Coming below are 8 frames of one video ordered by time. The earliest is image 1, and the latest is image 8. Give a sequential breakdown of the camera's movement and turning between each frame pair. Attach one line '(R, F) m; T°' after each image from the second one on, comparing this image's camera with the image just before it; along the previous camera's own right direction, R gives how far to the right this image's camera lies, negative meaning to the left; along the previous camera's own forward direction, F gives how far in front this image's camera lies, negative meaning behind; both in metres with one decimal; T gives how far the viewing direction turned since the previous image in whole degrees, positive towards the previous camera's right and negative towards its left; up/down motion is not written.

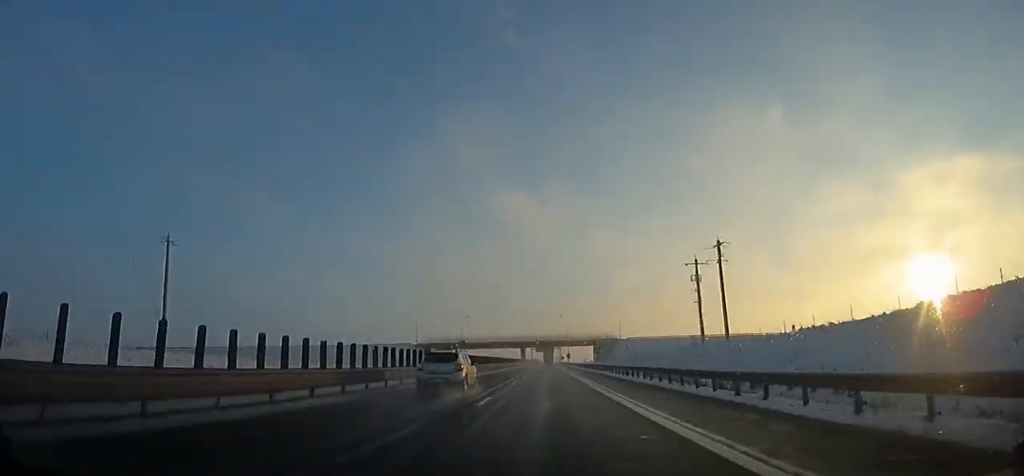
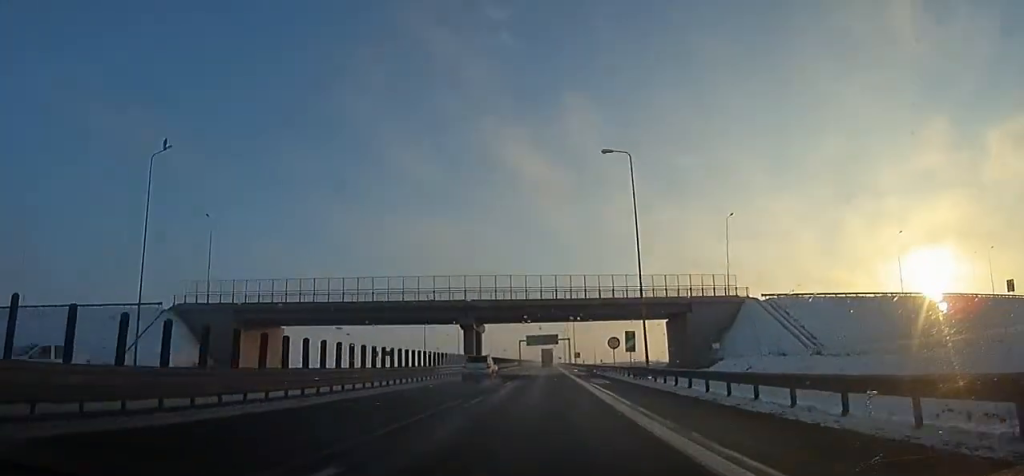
(+0.3, +107.8) m; +1°
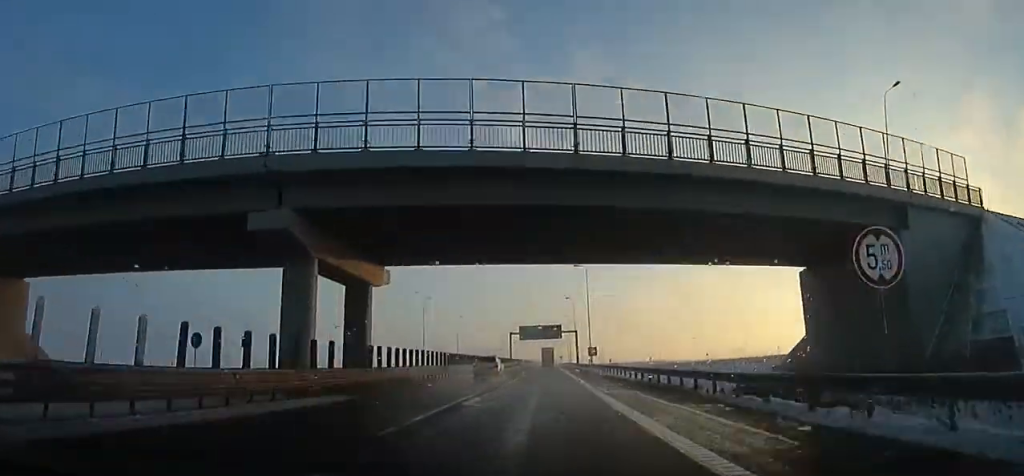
(-0.1, +36.9) m; 0°
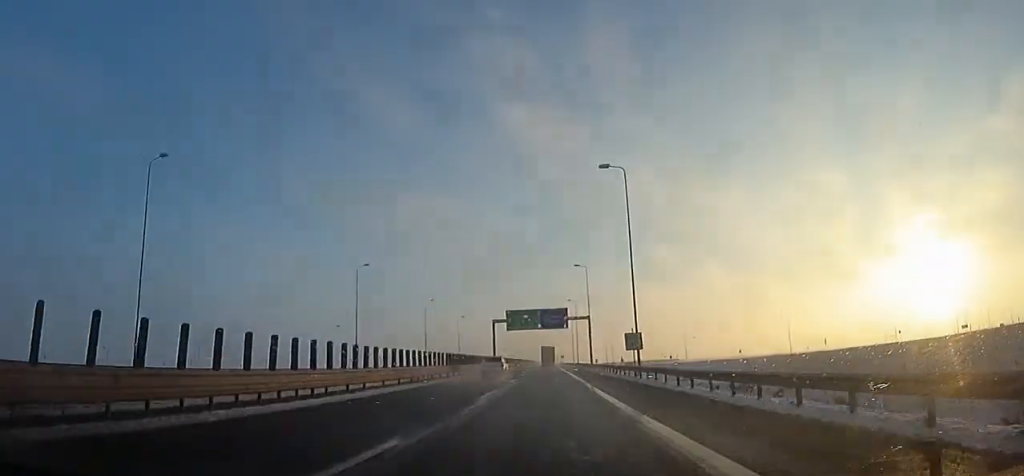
(0.0, +33.7) m; 0°
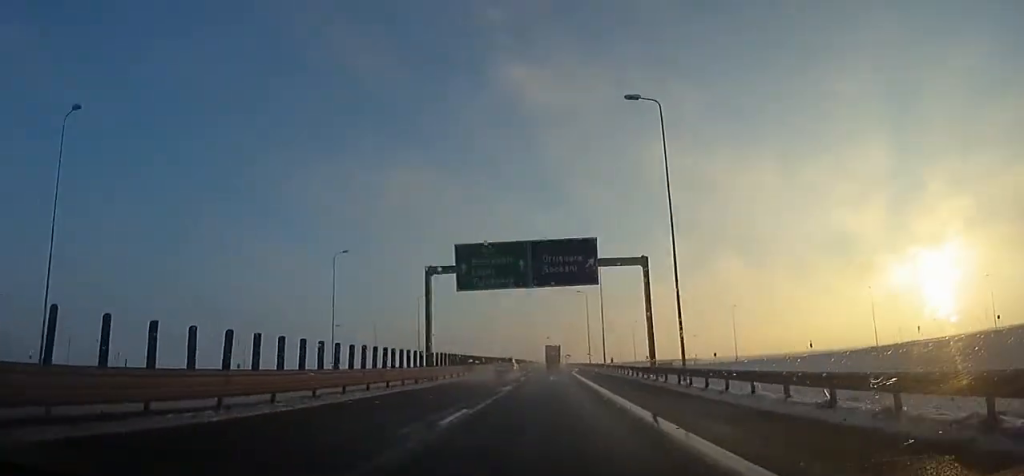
(+0.2, +43.1) m; -1°
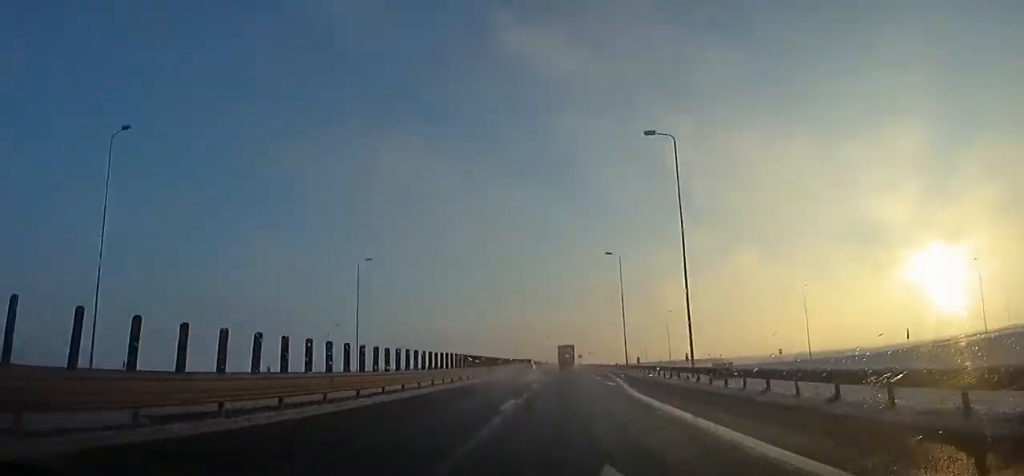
(-0.3, +32.6) m; -1°
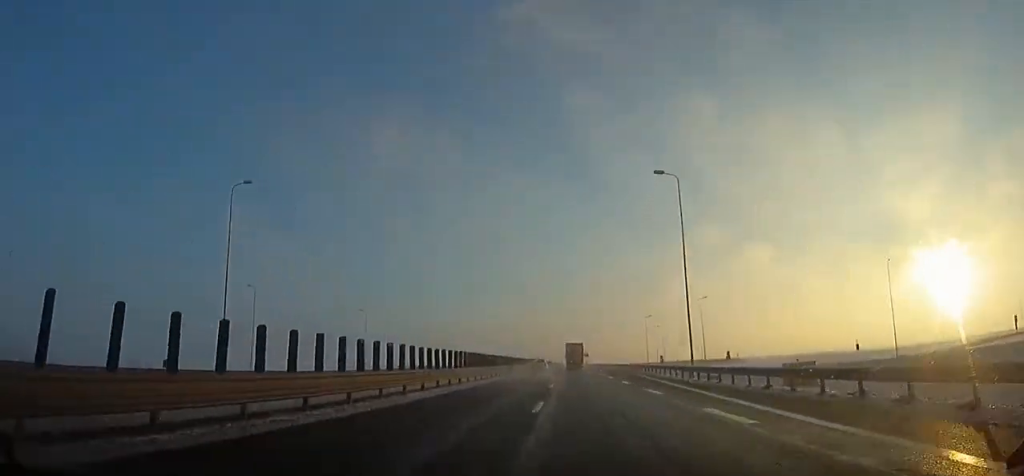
(-0.3, +25.3) m; 0°
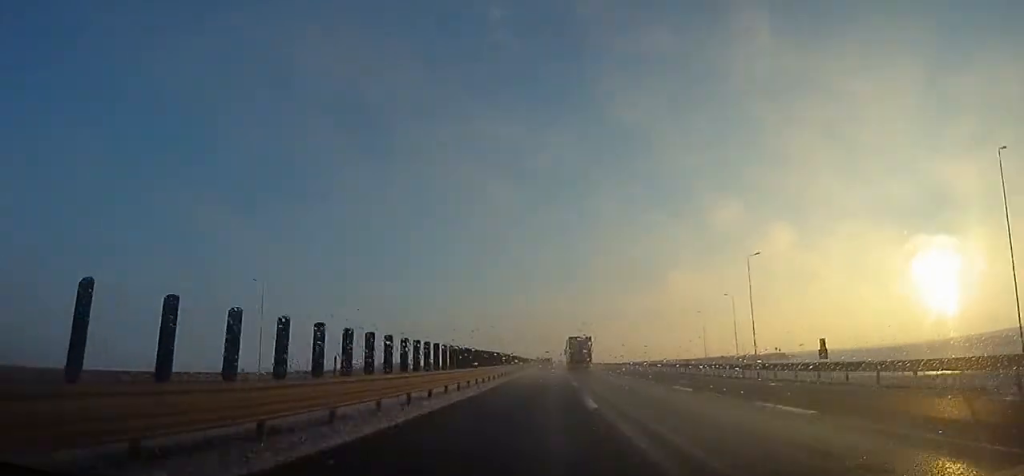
(-0.4, +71.6) m; +1°
